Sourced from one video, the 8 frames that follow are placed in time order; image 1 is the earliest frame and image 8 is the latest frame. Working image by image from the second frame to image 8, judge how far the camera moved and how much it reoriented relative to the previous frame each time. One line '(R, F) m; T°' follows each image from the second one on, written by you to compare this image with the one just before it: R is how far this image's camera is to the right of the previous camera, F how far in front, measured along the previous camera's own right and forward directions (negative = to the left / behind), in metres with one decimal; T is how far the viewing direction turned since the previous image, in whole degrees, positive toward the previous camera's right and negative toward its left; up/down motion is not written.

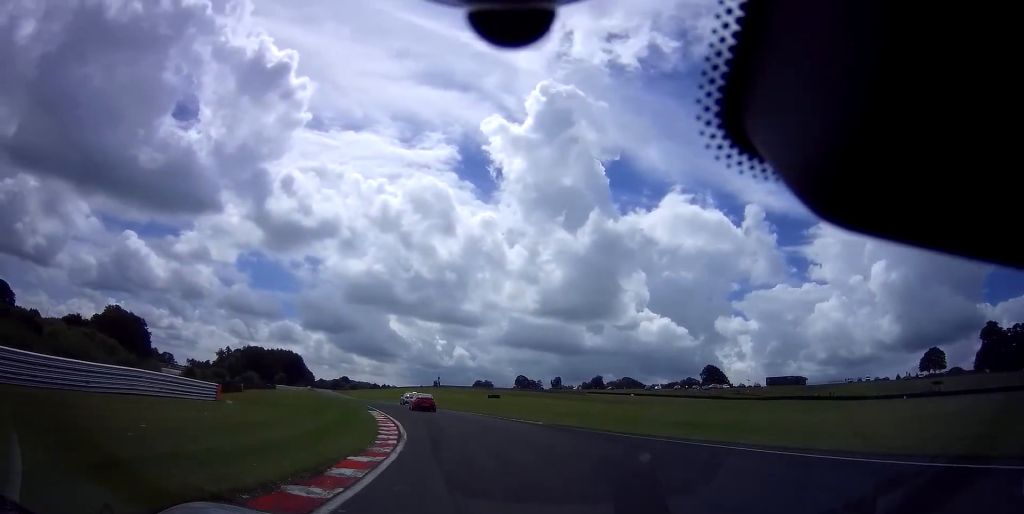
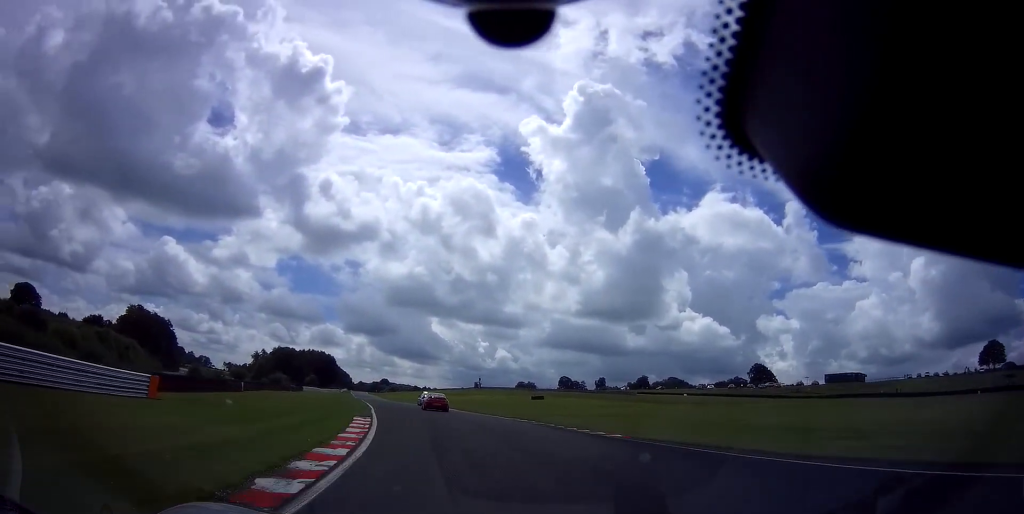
(-0.3, +10.9) m; -4°
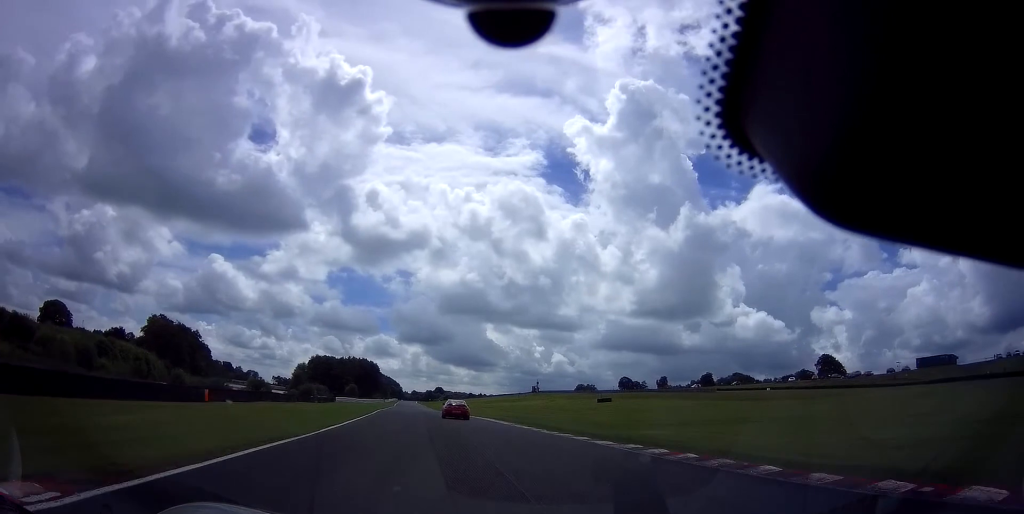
(-1.2, +18.6) m; -6°
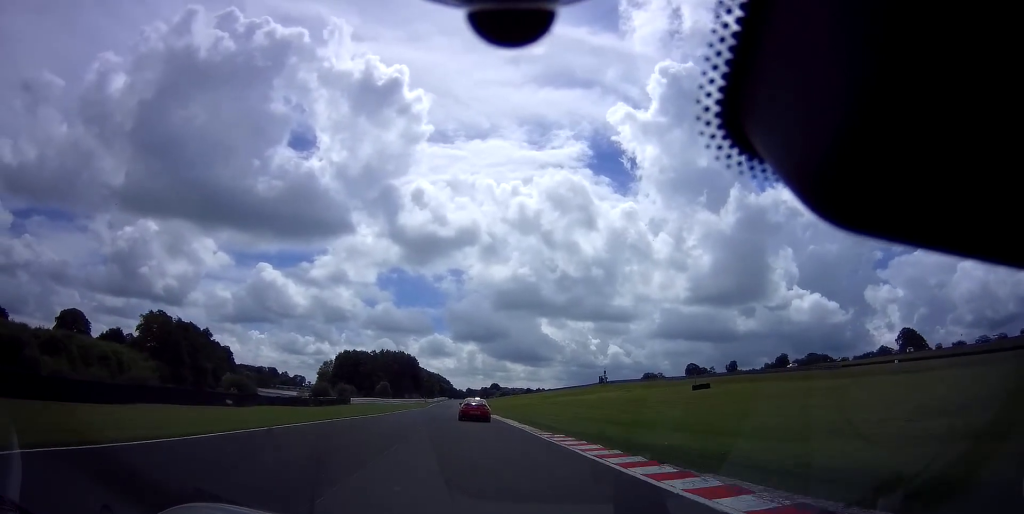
(-2.0, +31.6) m; -6°
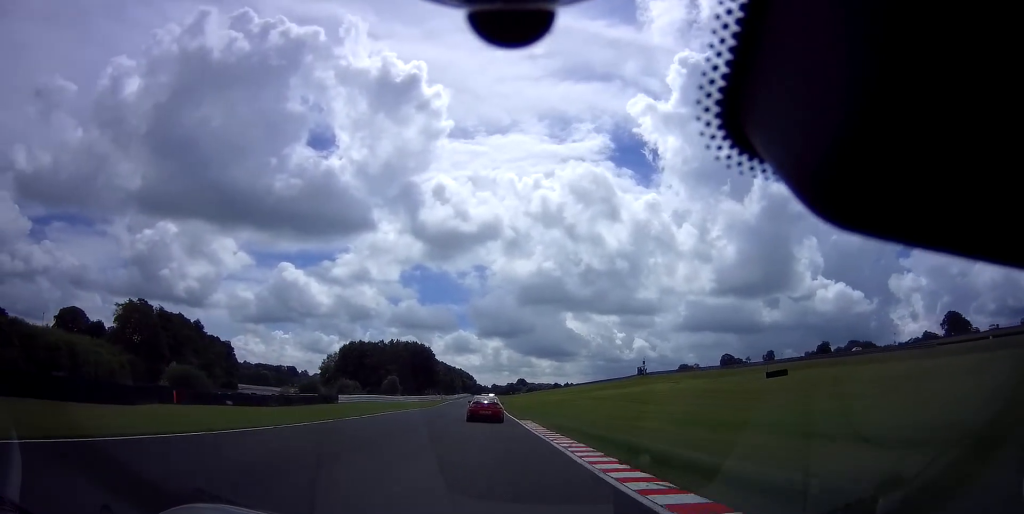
(-0.5, +21.4) m; -2°
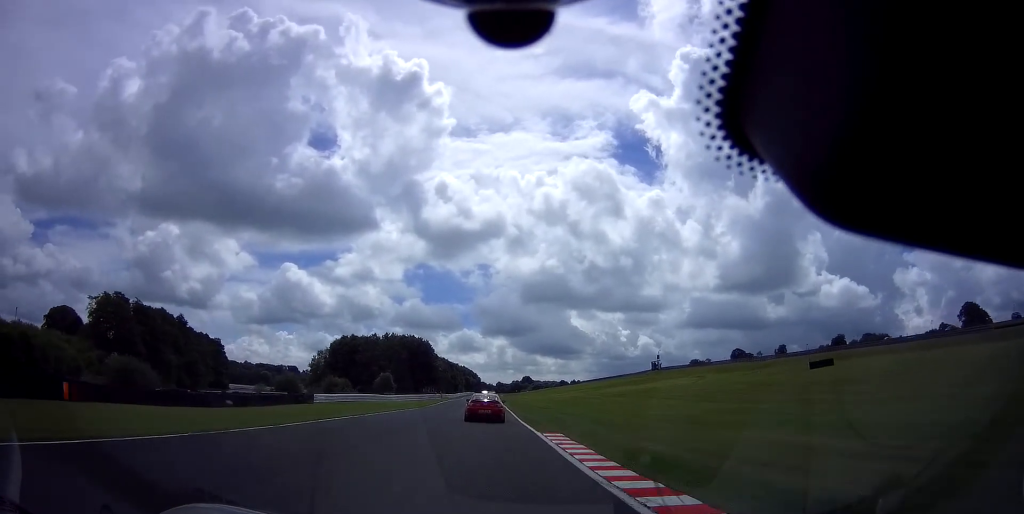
(-0.2, +12.0) m; -1°
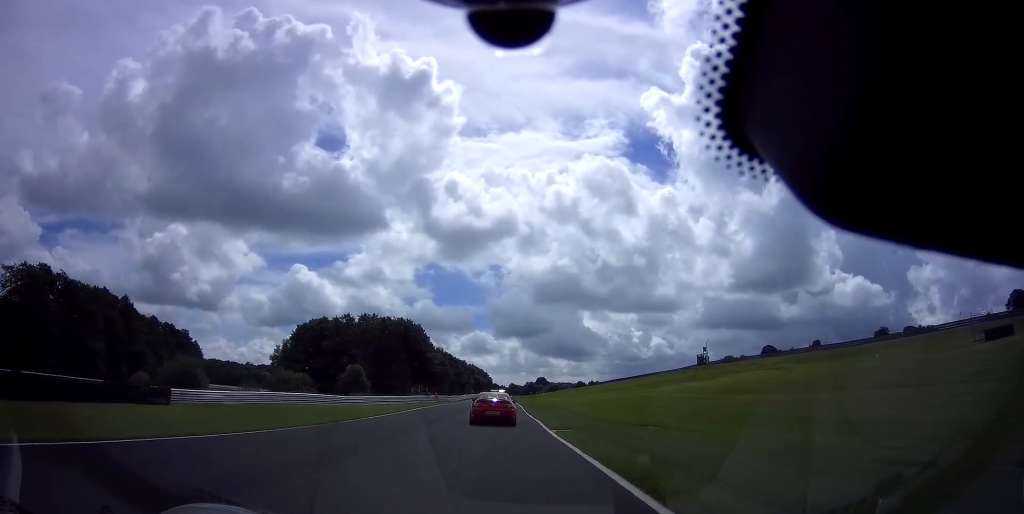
(-0.6, +31.6) m; -1°
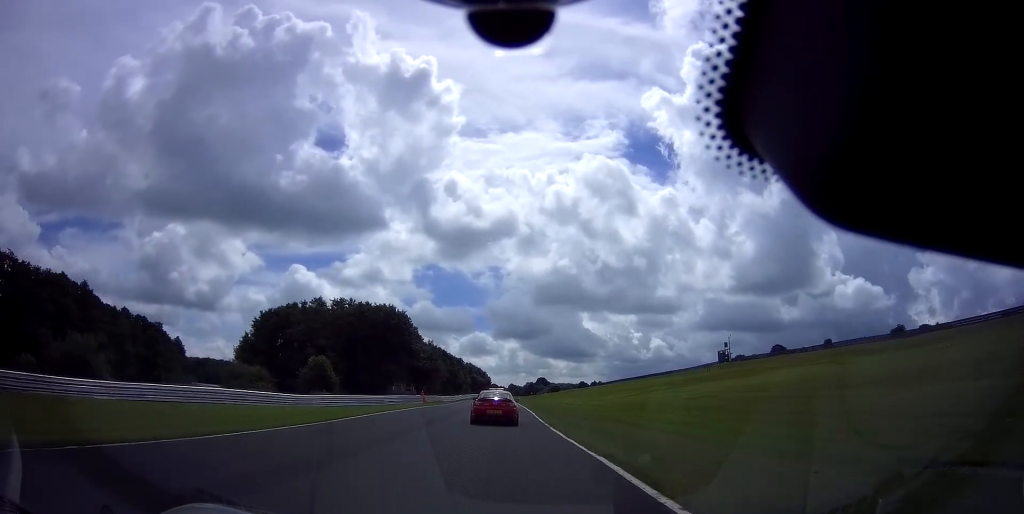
(0.0, +15.4) m; 0°
